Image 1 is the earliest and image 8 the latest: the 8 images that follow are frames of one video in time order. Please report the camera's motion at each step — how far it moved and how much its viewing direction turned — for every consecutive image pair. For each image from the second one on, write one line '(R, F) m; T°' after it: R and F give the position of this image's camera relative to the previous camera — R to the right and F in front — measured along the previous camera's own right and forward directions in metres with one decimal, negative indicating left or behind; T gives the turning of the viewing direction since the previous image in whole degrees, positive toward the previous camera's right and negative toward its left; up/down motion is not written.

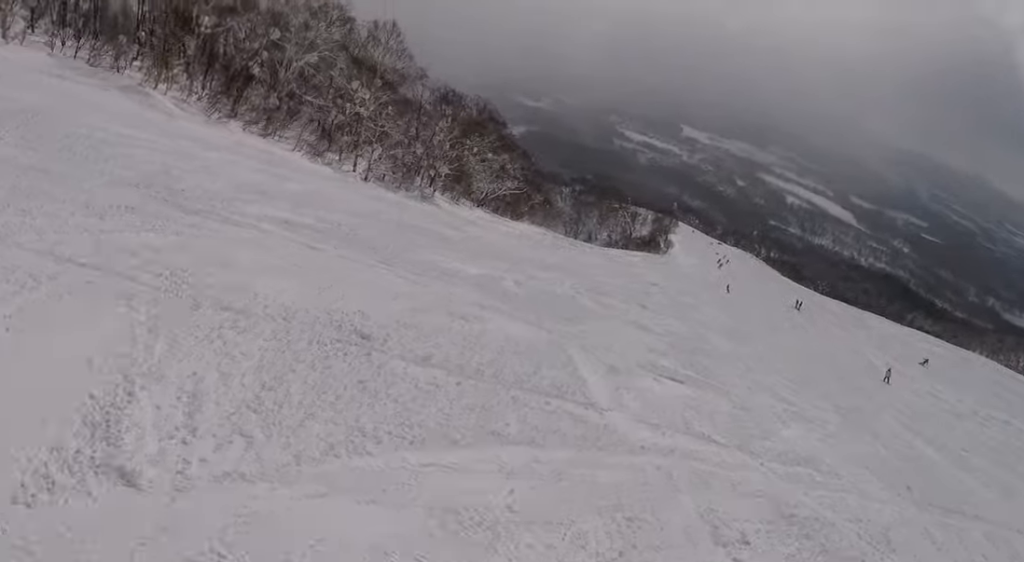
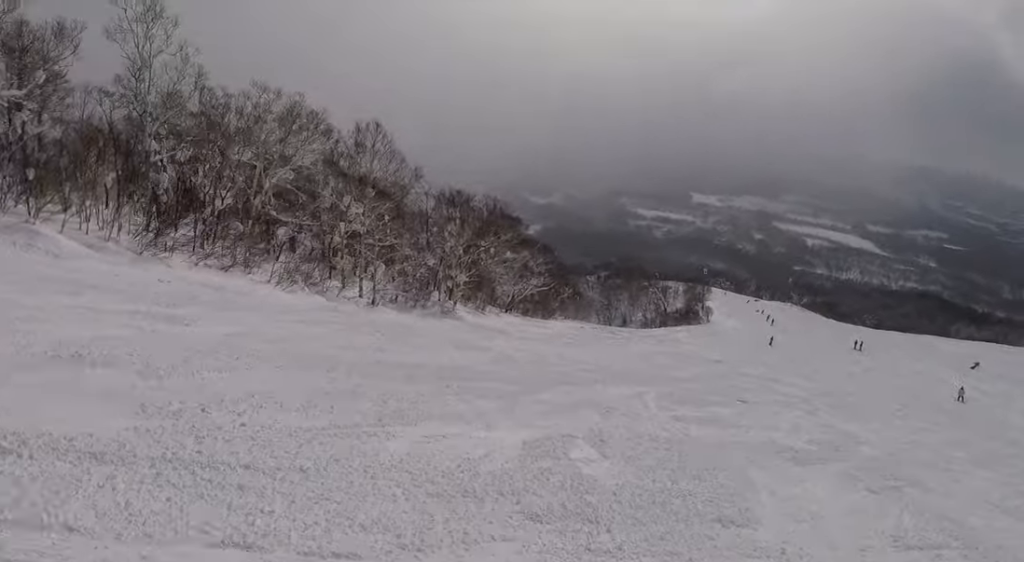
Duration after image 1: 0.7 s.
(-1.2, +7.2) m; +3°
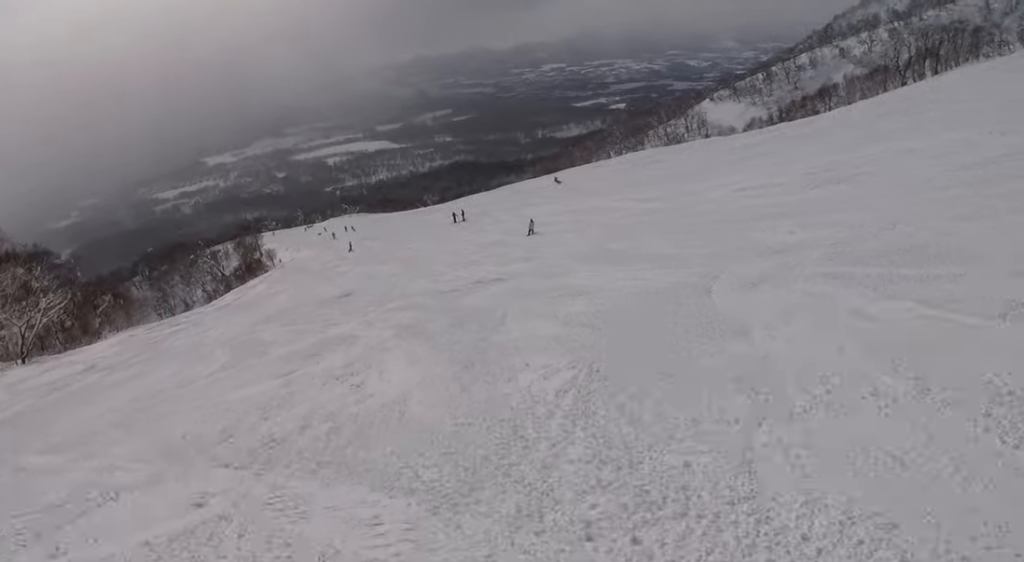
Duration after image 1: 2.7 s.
(+7.5, +21.8) m; +39°
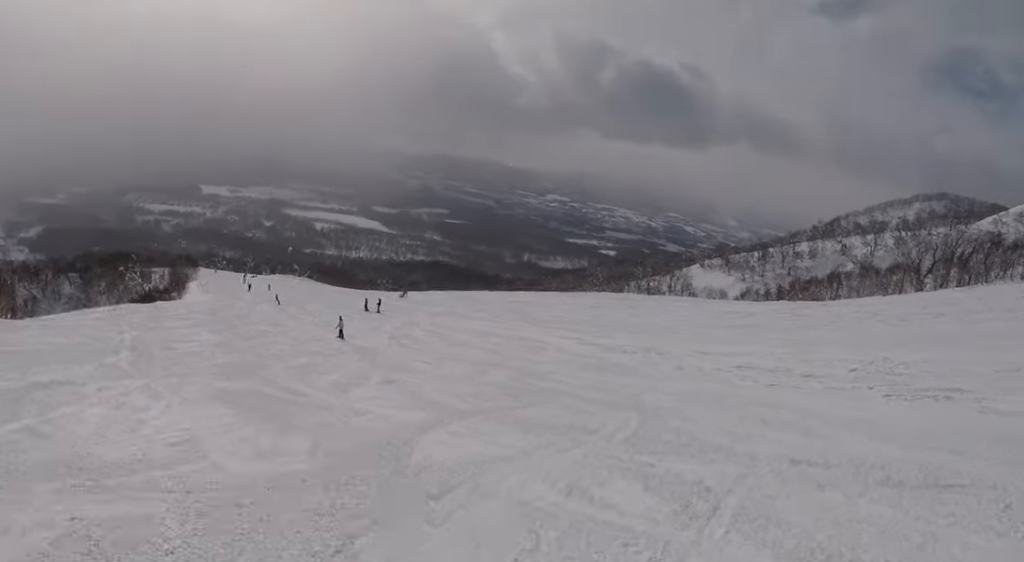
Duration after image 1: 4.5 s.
(+4.6, +20.6) m; +4°
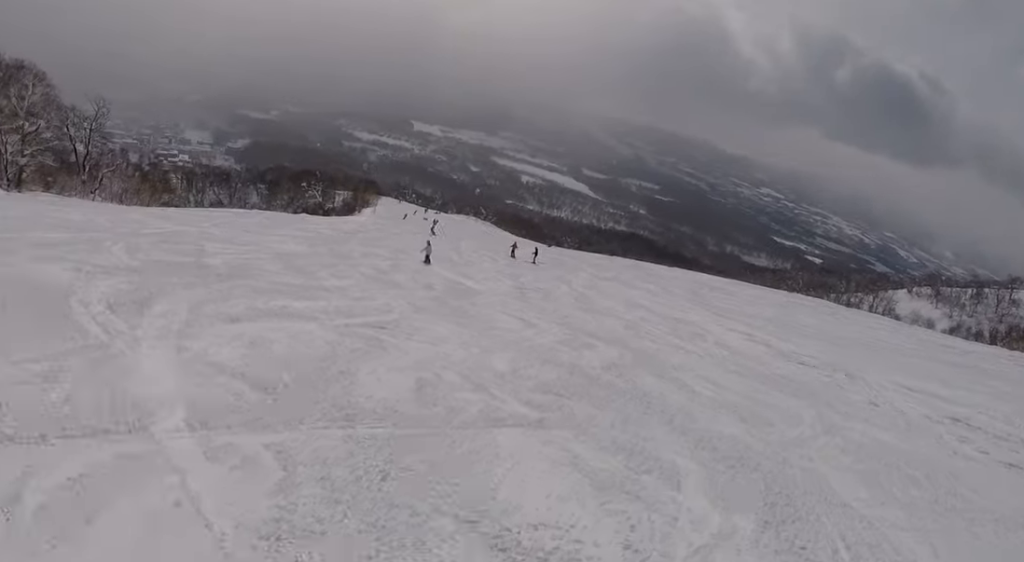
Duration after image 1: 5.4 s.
(-1.5, +10.1) m; -13°
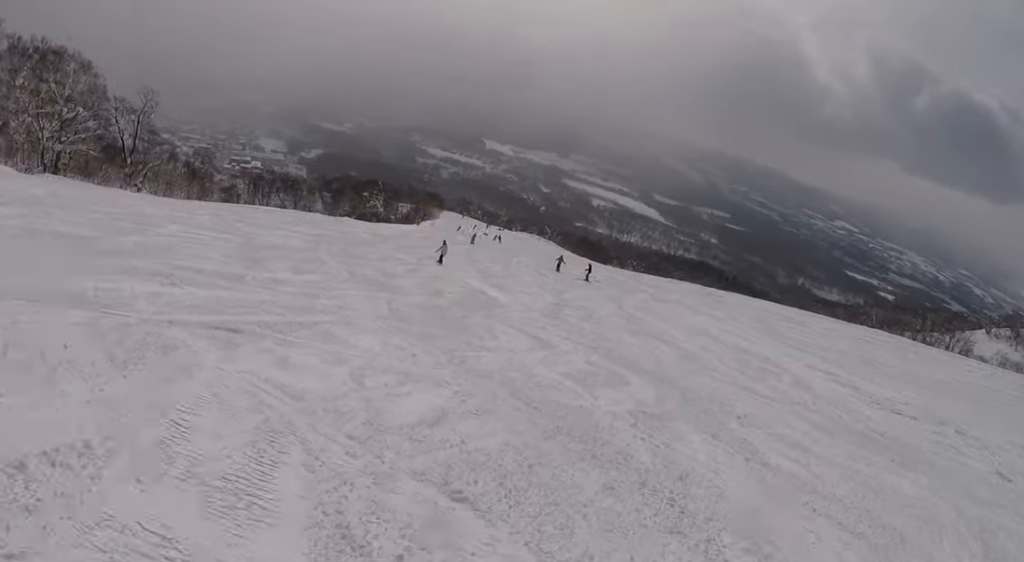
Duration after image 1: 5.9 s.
(-0.4, +6.0) m; -6°
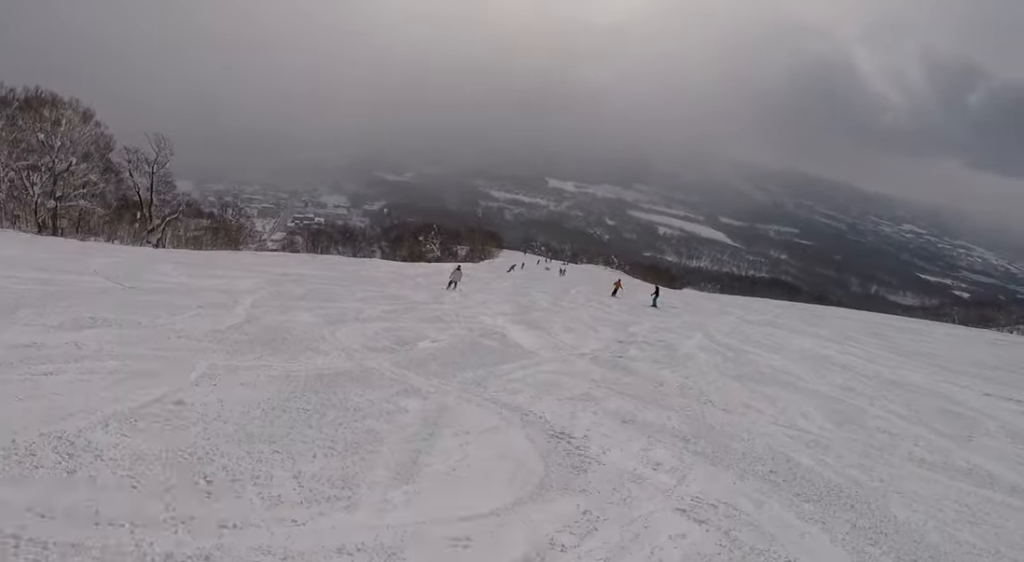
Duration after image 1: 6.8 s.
(-0.7, +10.3) m; -7°
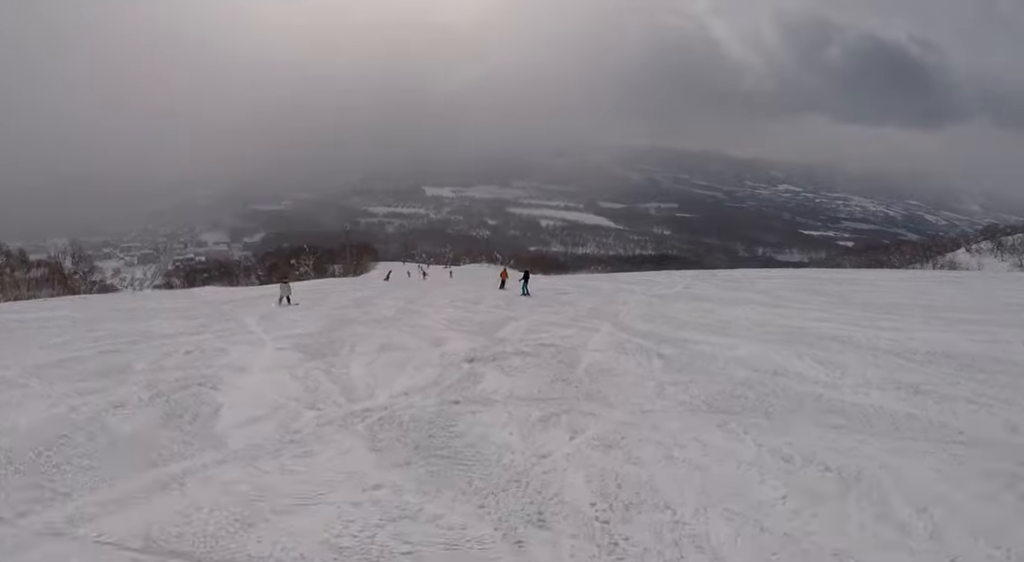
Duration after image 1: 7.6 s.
(-0.3, +9.4) m; -7°
